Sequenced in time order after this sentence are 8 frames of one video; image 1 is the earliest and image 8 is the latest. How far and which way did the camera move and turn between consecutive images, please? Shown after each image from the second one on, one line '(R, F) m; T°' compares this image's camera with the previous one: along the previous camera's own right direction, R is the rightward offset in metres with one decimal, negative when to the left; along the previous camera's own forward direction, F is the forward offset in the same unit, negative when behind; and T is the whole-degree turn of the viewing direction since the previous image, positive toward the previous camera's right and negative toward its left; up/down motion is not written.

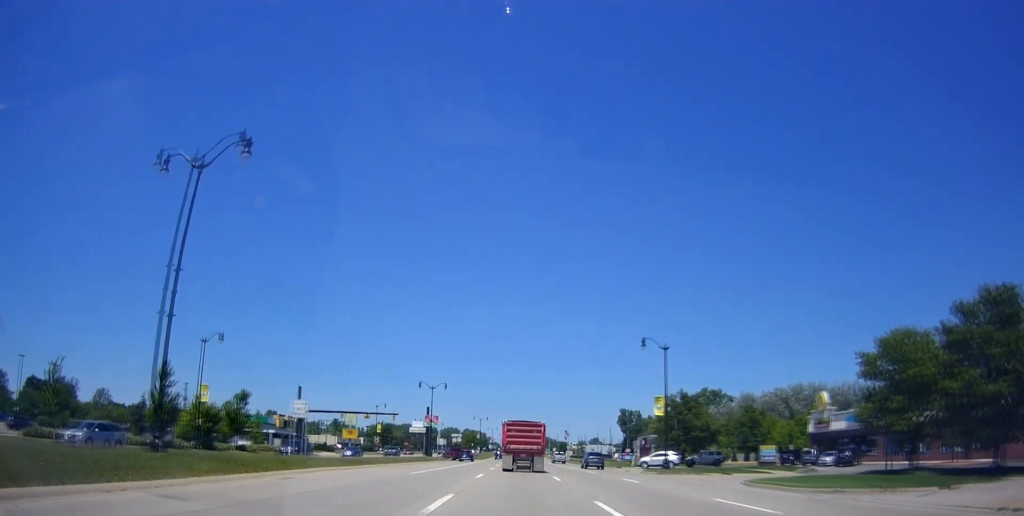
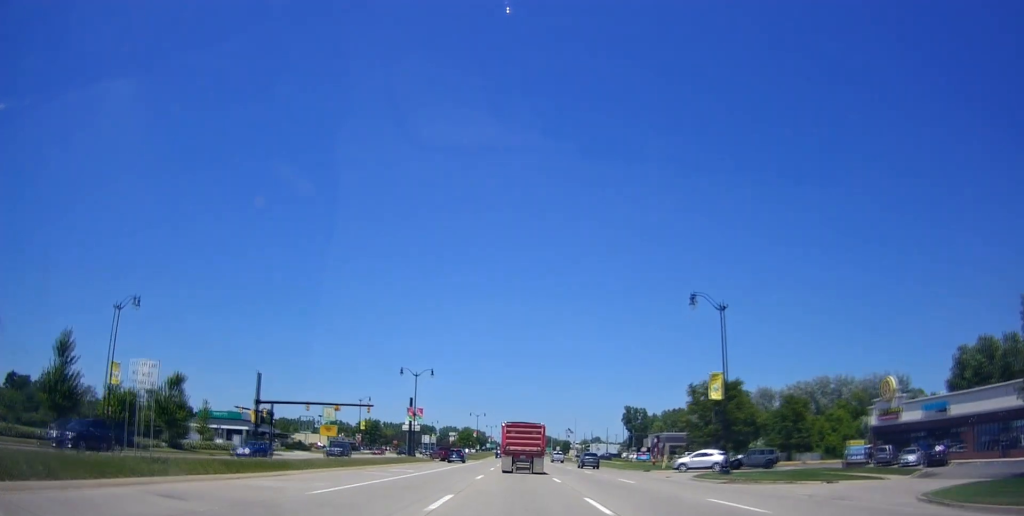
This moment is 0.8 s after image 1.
(-0.2, +14.1) m; -1°
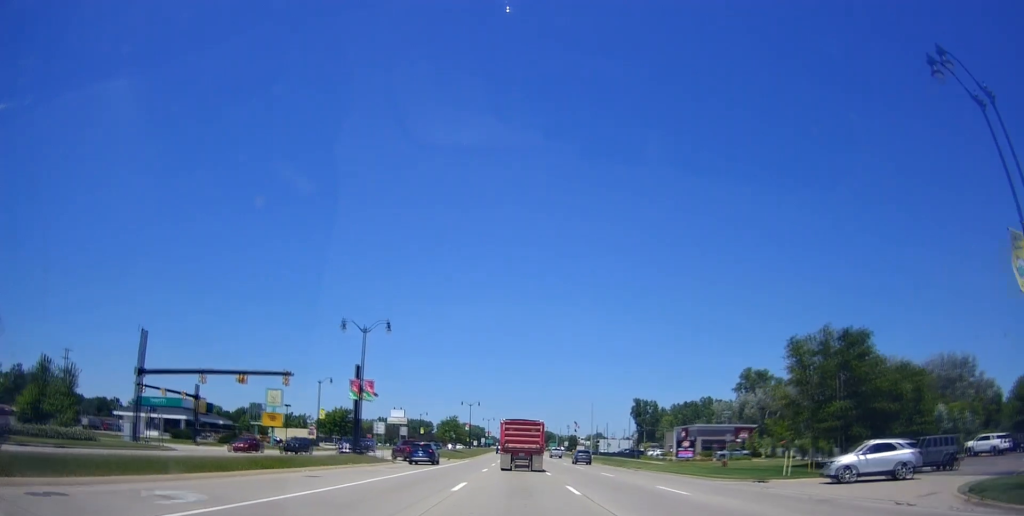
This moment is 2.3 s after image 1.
(0.0, +24.6) m; 0°
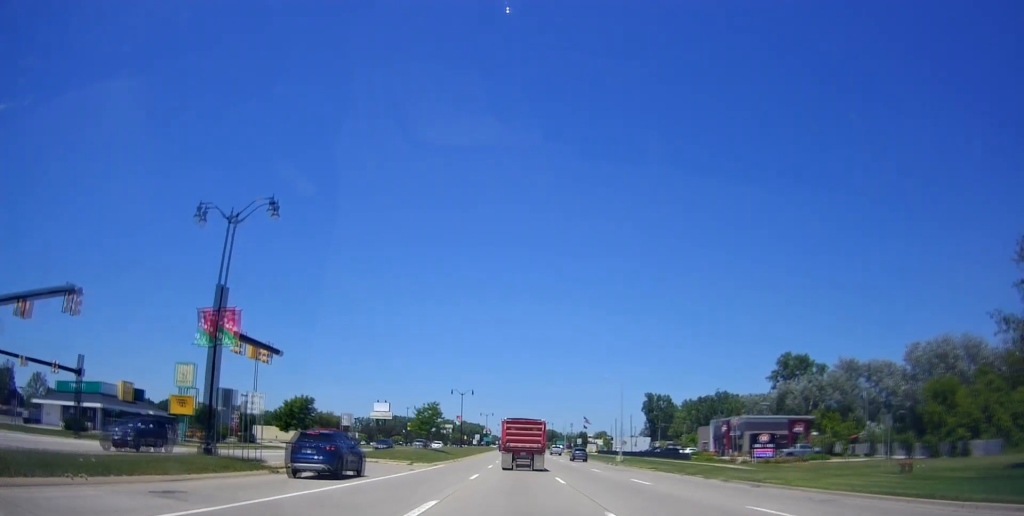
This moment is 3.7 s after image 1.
(-0.4, +24.0) m; +1°
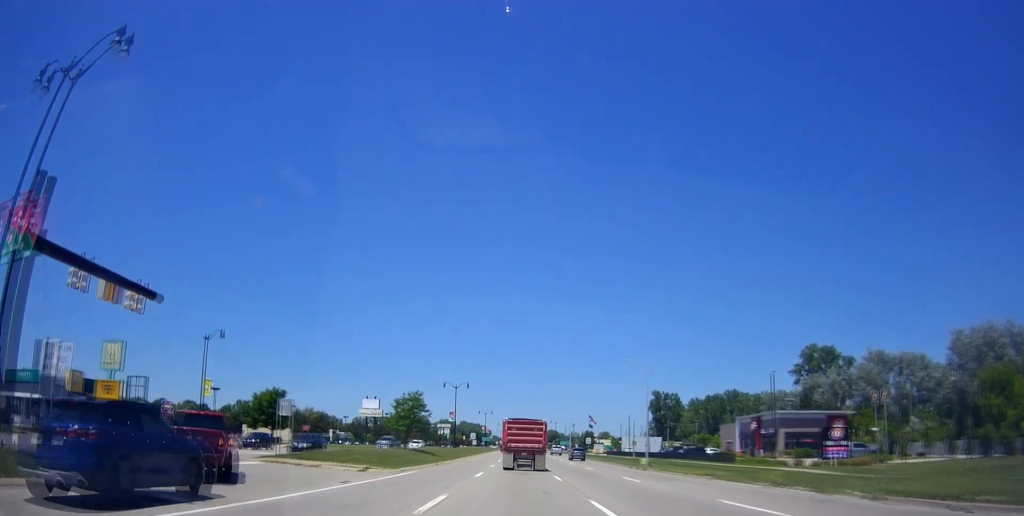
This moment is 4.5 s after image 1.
(+0.5, +12.6) m; +2°
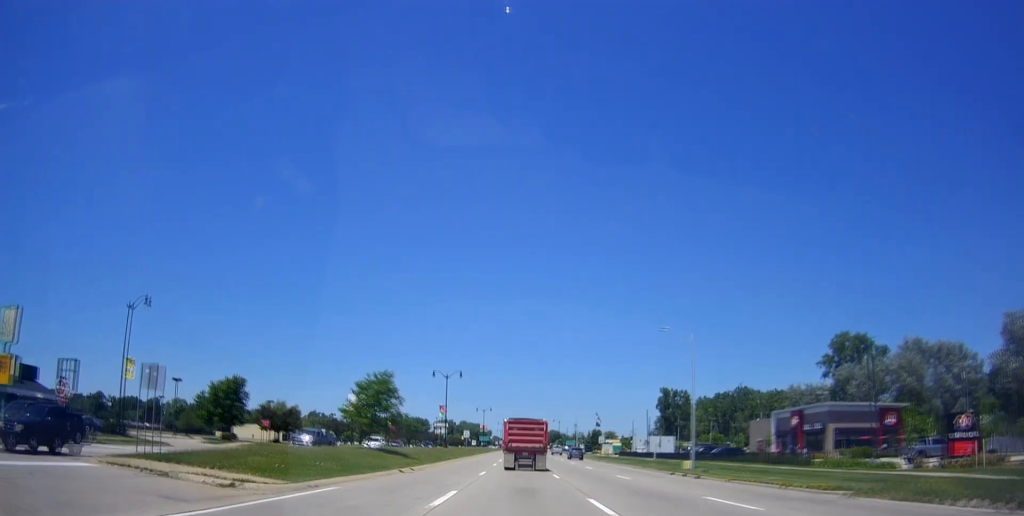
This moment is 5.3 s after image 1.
(0.0, +13.6) m; -1°
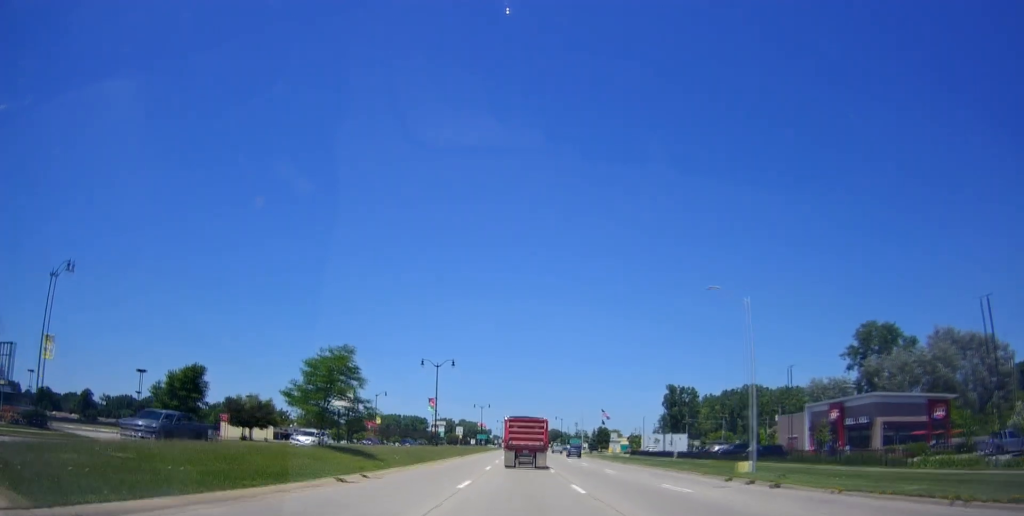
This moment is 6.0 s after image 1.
(-0.1, +10.4) m; 0°
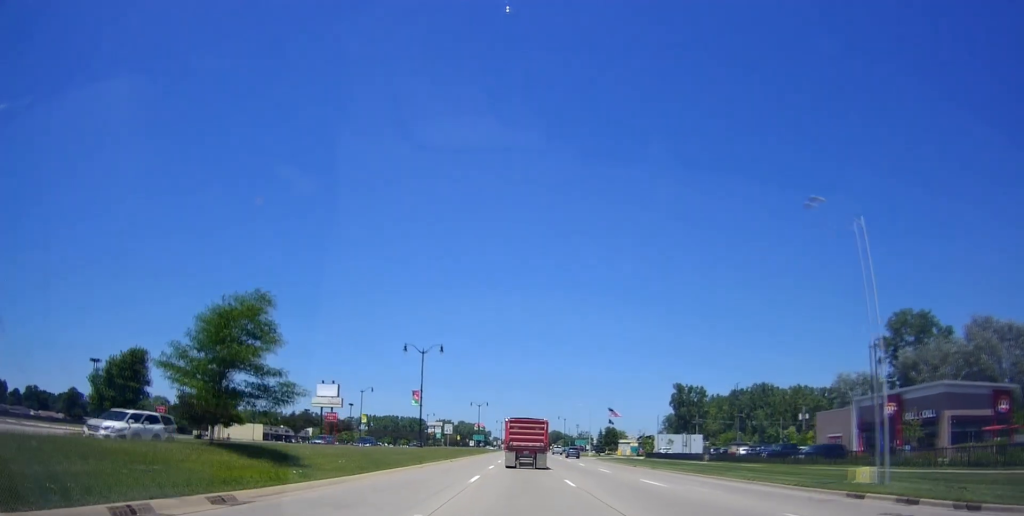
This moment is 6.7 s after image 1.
(-0.2, +11.5) m; 0°
